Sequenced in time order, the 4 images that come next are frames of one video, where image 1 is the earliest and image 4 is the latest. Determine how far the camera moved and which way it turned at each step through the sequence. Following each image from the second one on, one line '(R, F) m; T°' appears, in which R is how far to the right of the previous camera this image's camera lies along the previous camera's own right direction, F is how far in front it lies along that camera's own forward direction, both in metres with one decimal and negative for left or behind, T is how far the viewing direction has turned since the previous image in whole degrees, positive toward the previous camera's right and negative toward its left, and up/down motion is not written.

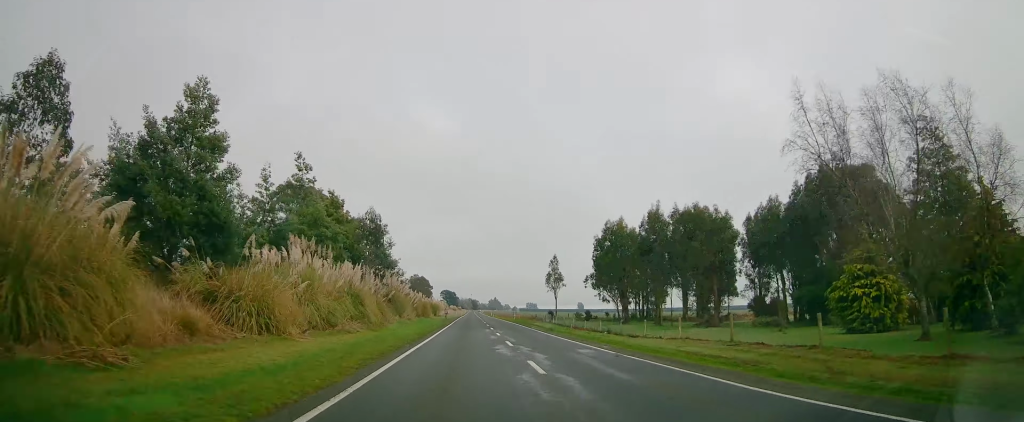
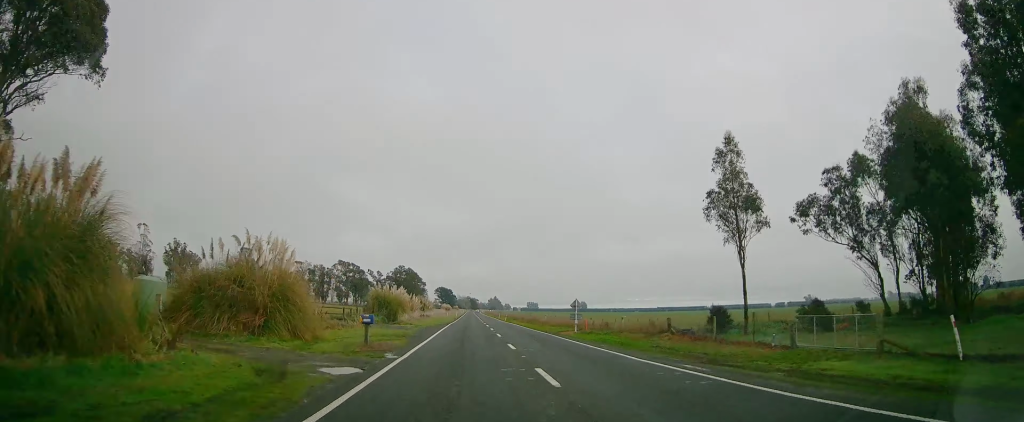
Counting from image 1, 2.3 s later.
(+1.5, +63.1) m; +2°
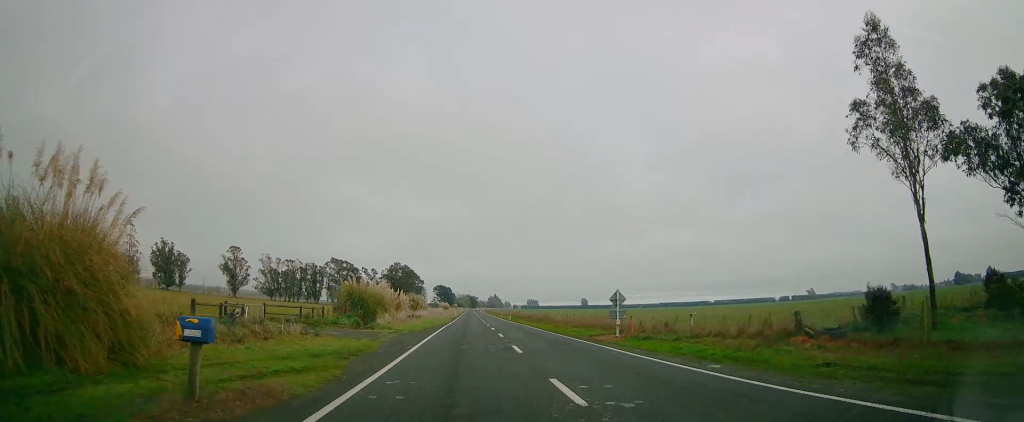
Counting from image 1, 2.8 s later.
(-0.1, +12.8) m; 0°
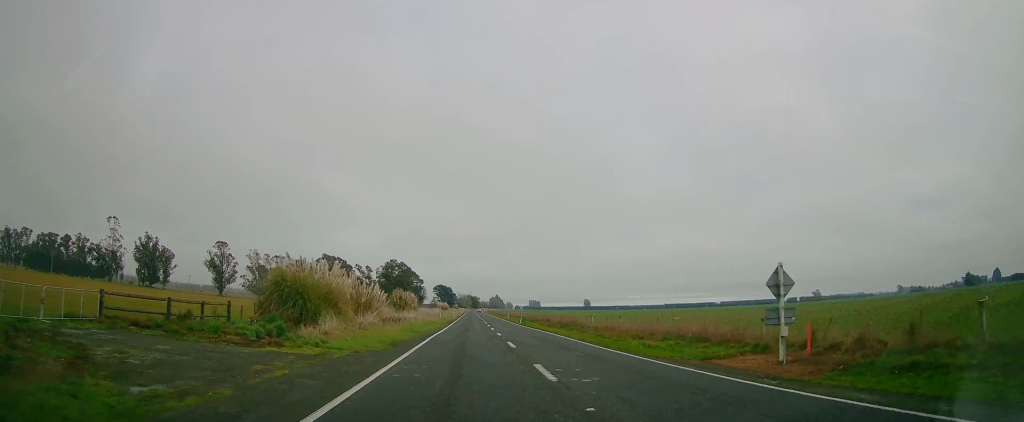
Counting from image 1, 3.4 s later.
(-0.1, +17.3) m; 0°
